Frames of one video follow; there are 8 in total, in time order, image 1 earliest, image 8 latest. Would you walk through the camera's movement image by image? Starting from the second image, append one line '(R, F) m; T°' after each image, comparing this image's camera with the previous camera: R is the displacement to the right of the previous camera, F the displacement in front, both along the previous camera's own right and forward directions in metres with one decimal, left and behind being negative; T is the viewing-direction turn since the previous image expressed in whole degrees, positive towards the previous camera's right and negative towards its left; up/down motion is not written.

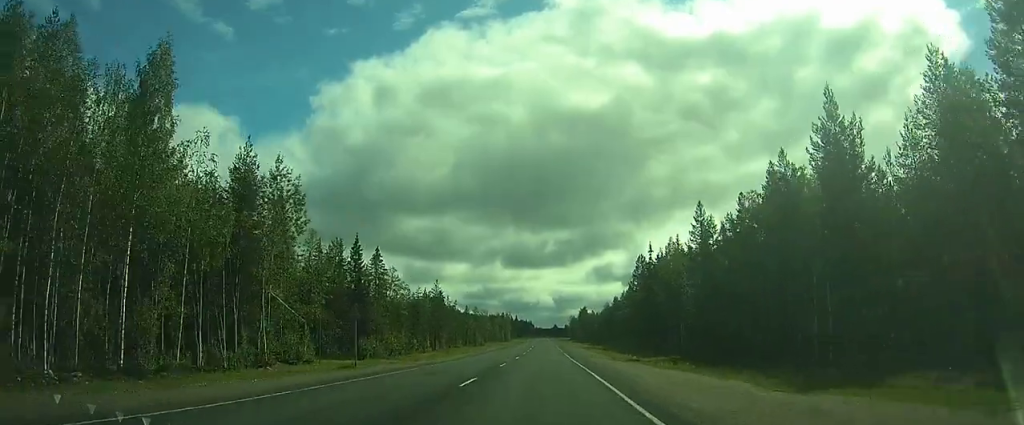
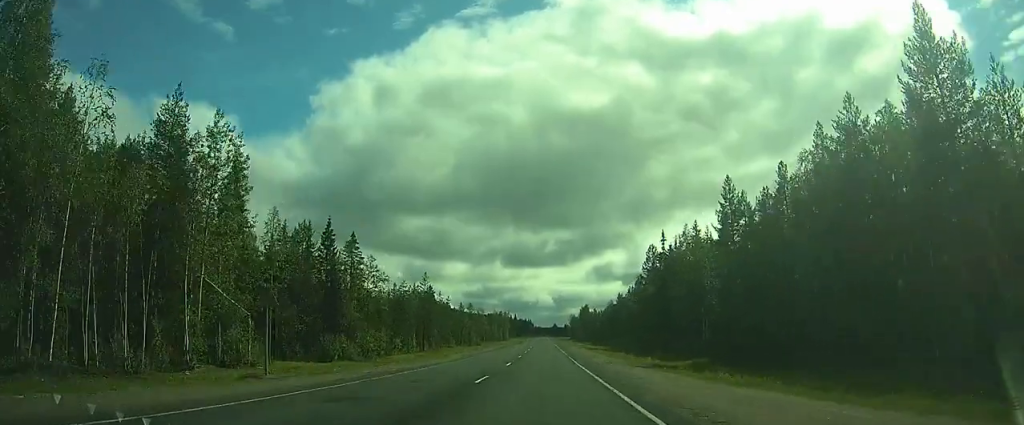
(0.0, +8.6) m; 0°
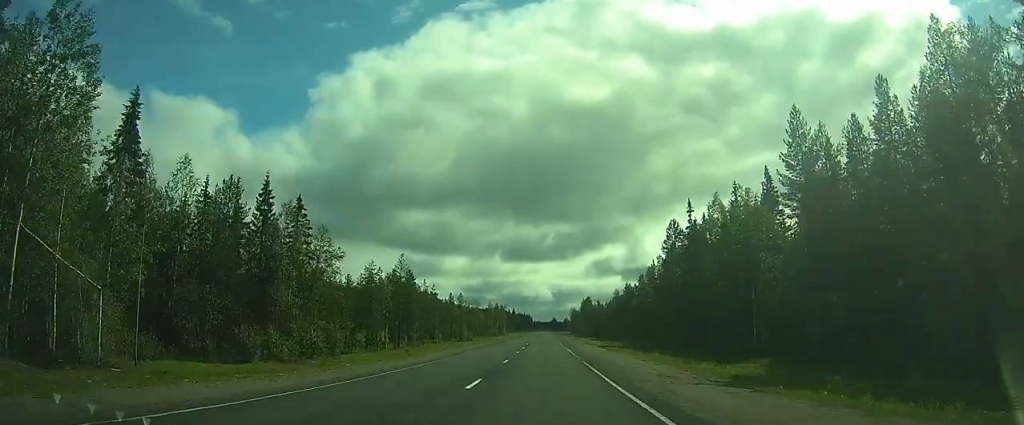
(-0.1, +13.4) m; +1°
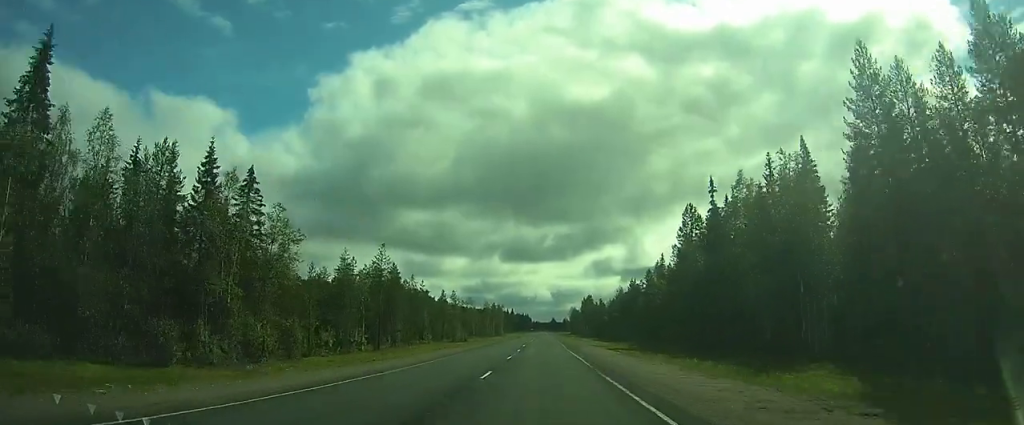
(+0.1, +8.1) m; +1°
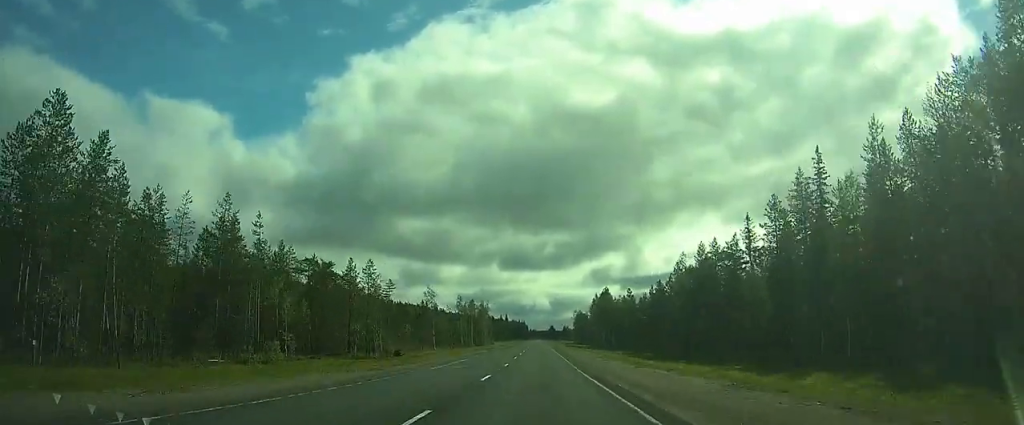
(0.0, +51.7) m; -2°
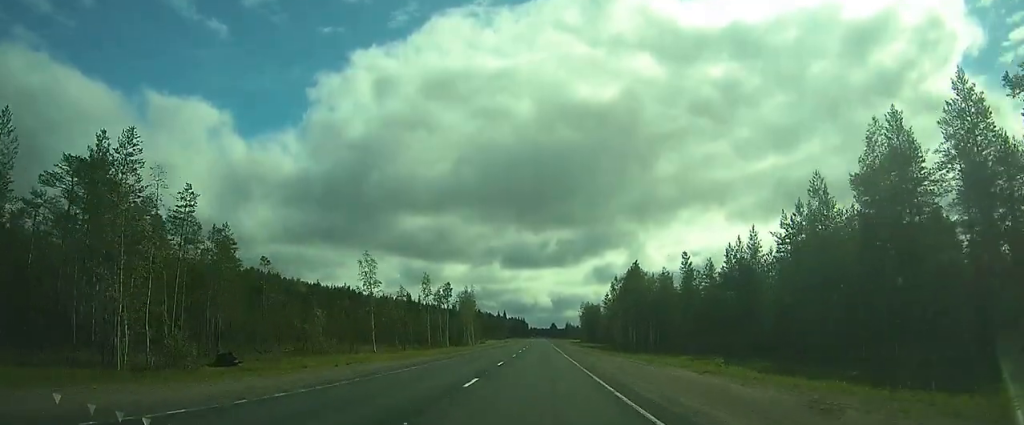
(-0.1, +36.1) m; 0°
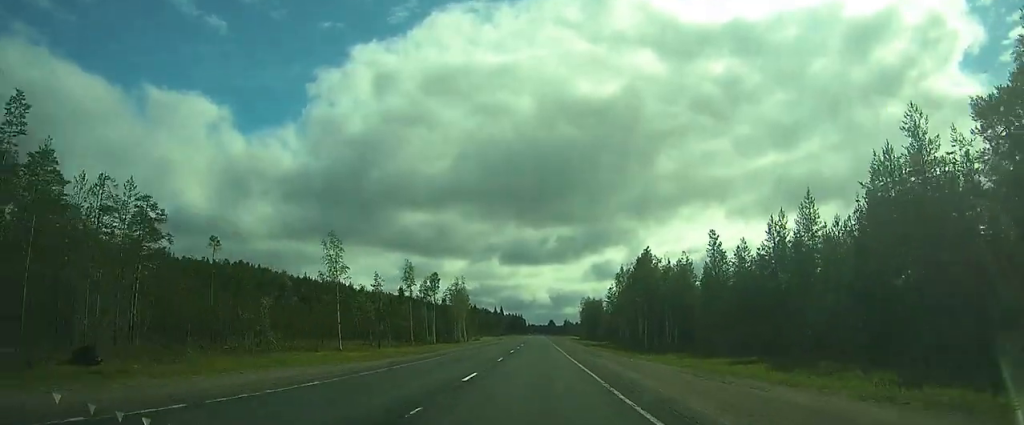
(0.0, +10.2) m; 0°
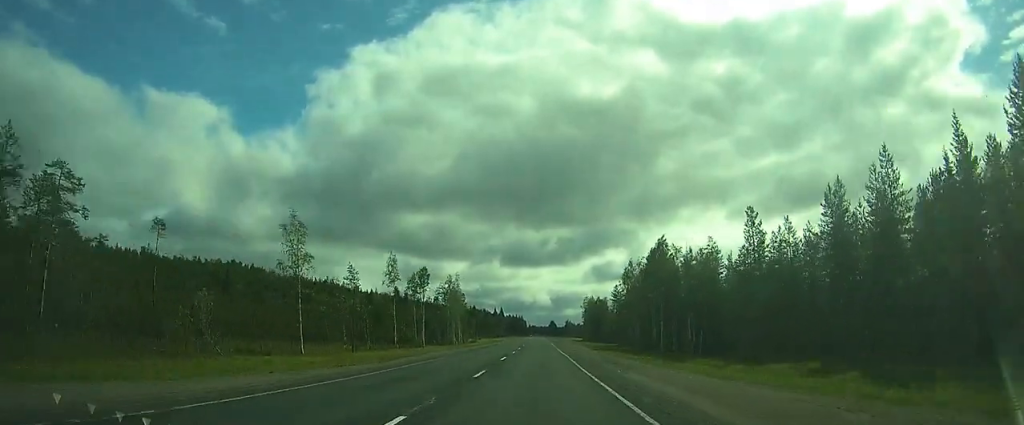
(0.0, +8.8) m; -1°
